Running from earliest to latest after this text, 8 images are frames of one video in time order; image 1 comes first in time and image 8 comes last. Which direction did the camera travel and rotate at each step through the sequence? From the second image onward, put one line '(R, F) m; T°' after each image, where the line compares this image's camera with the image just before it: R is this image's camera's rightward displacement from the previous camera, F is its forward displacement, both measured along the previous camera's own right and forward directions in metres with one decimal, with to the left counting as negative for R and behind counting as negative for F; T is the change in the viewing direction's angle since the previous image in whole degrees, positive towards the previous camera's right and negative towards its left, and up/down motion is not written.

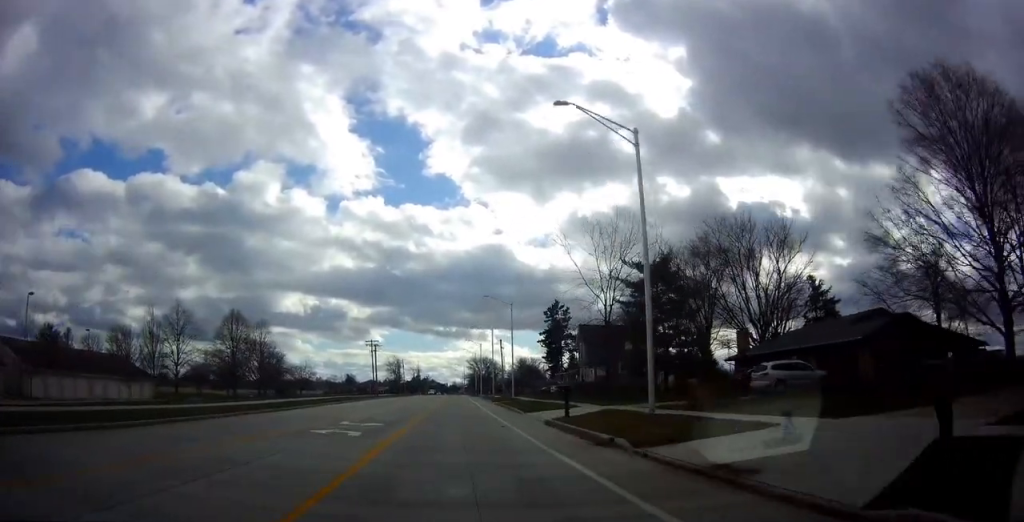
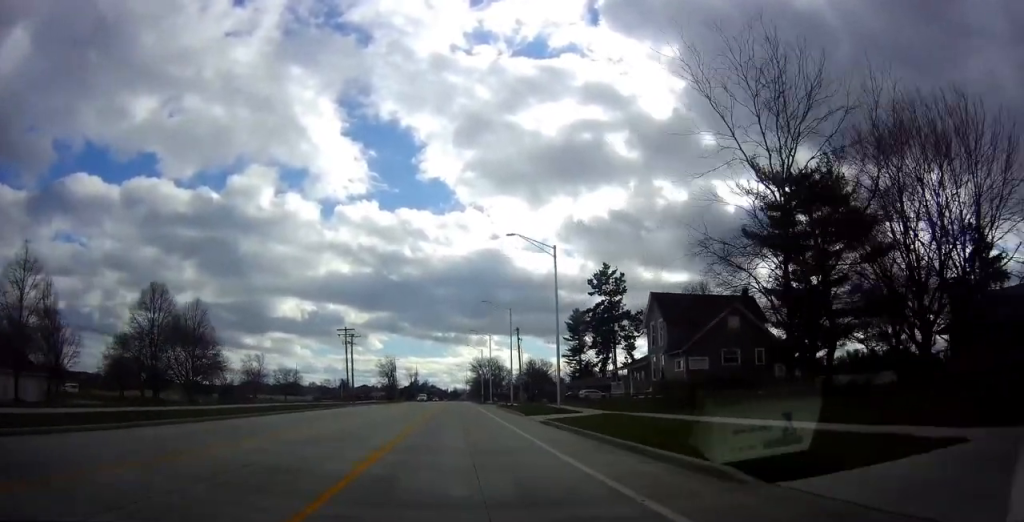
(0.0, +26.4) m; 0°
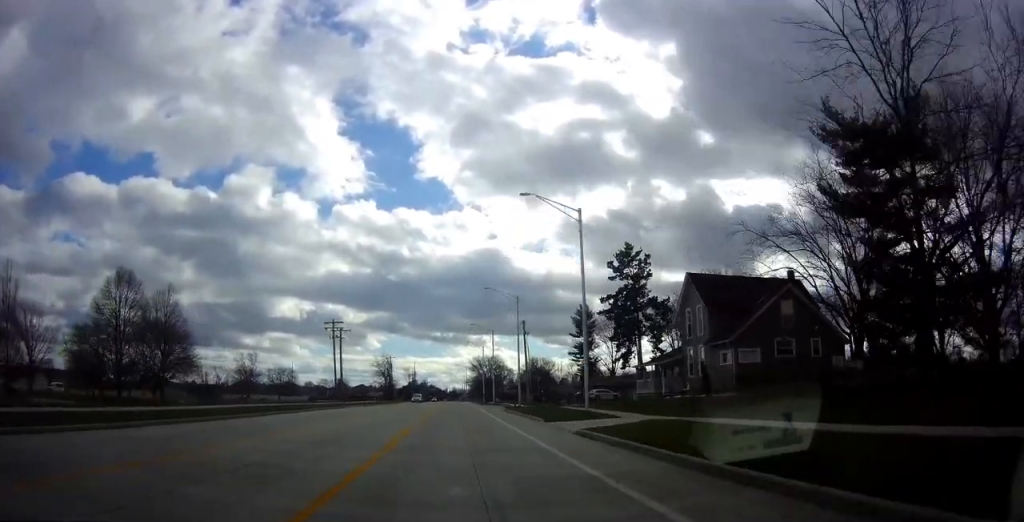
(0.0, +7.4) m; 0°
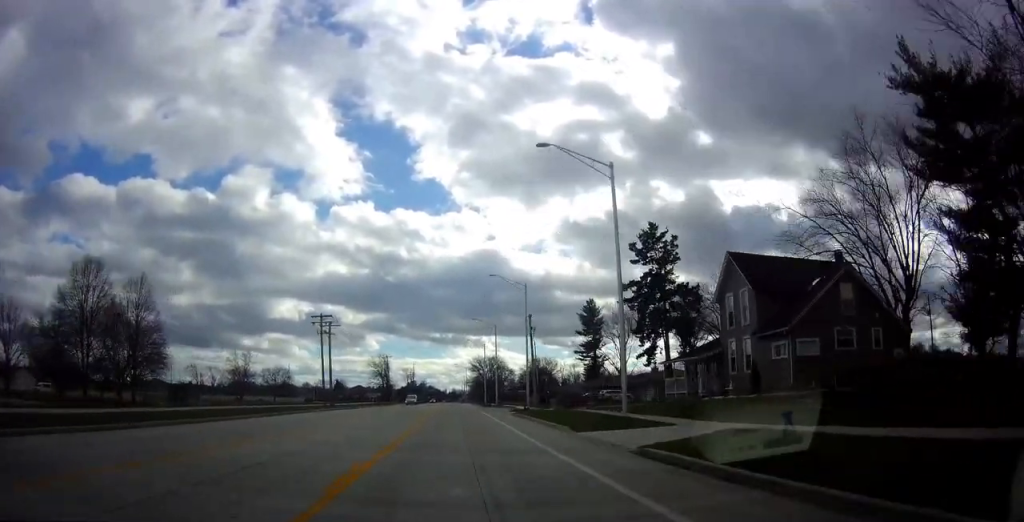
(+0.1, +6.2) m; 0°
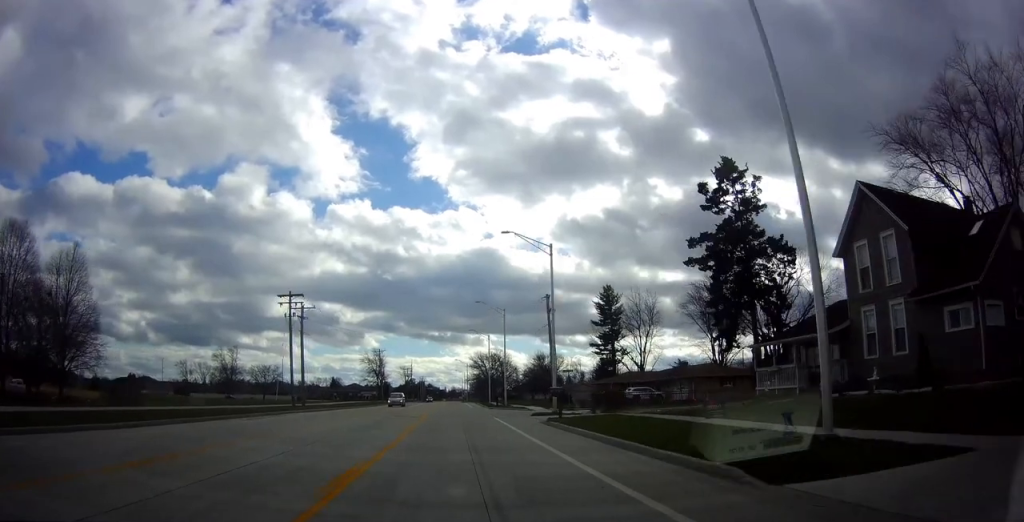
(+0.1, +13.1) m; 0°
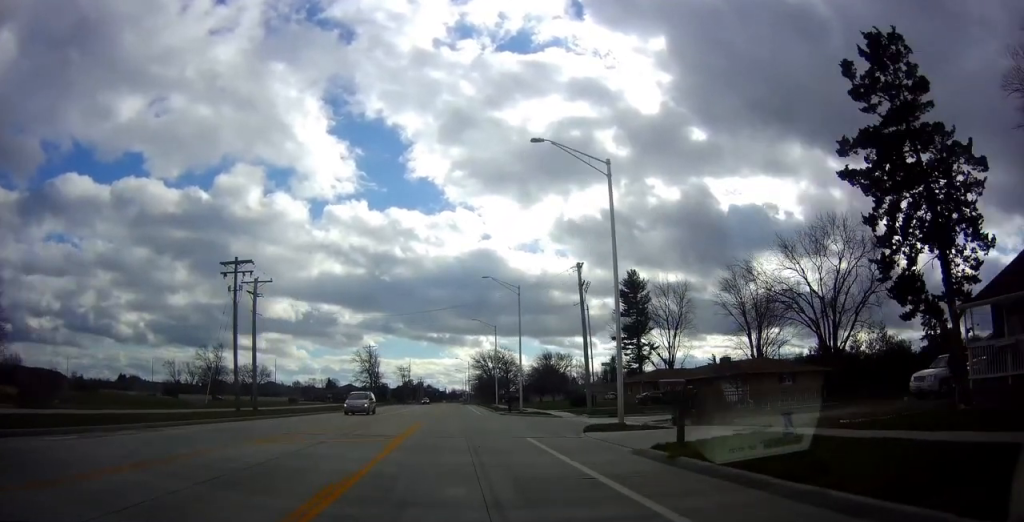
(0.0, +13.8) m; -1°
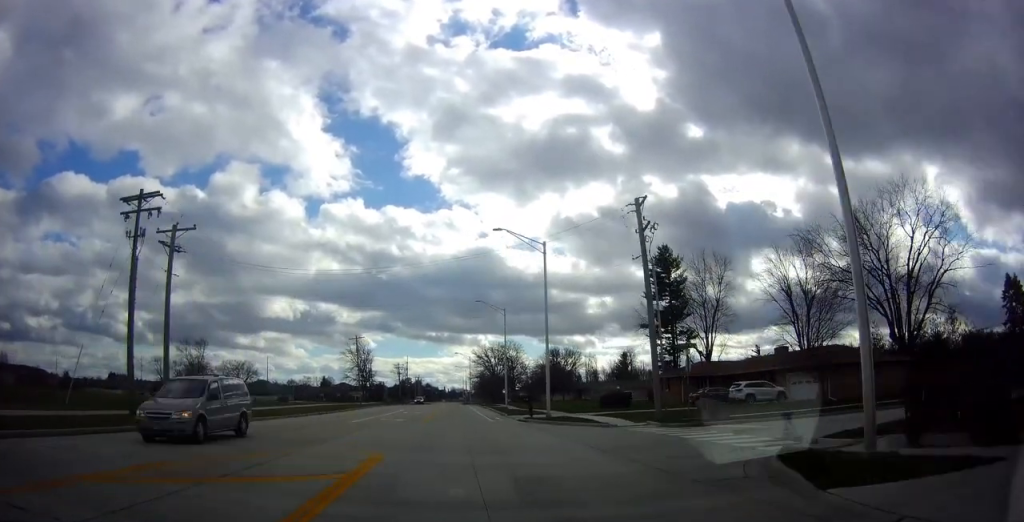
(-0.1, +14.3) m; -3°
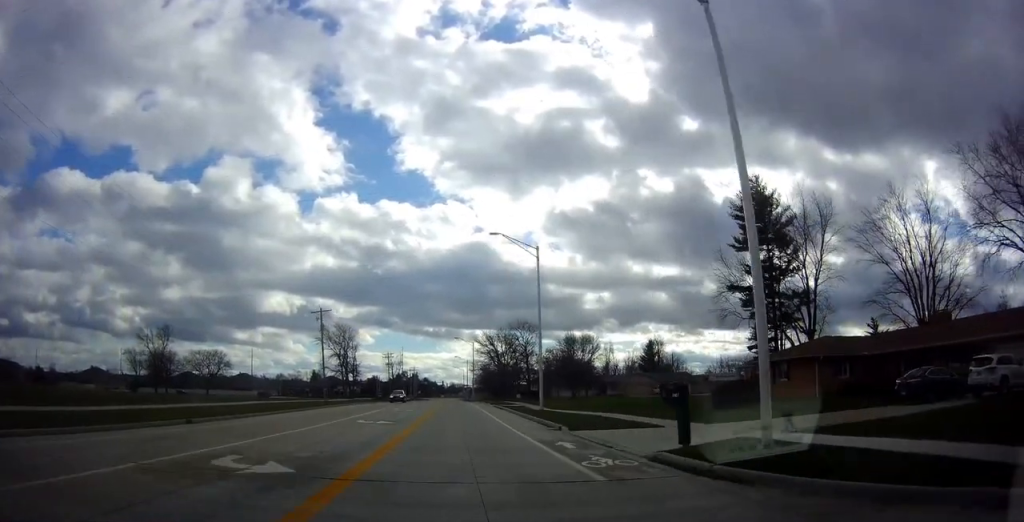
(-0.2, +24.1) m; +2°
